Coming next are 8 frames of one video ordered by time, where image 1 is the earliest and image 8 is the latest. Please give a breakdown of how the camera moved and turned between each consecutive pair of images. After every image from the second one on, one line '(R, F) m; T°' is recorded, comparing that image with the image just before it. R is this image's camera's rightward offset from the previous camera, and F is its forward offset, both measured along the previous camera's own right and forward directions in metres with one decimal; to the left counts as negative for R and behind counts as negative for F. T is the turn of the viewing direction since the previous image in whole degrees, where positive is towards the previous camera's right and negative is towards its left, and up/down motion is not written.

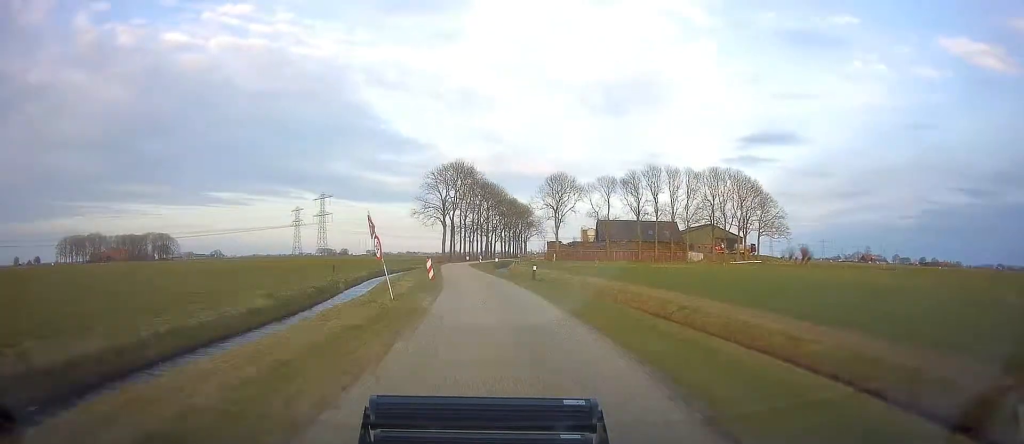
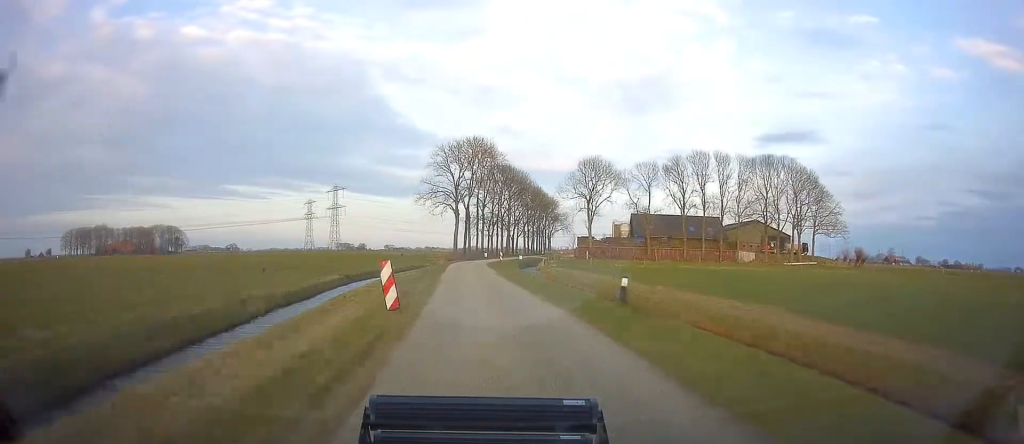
(-0.6, +16.3) m; -1°
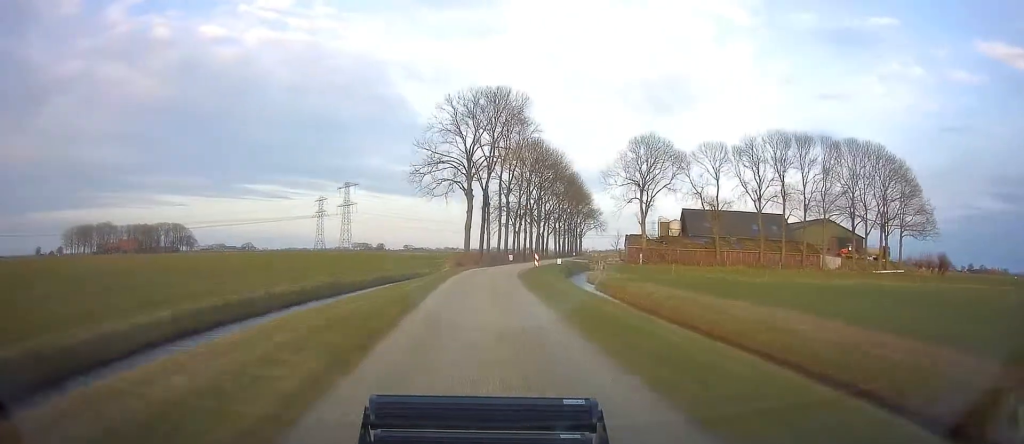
(-0.3, +23.3) m; 0°
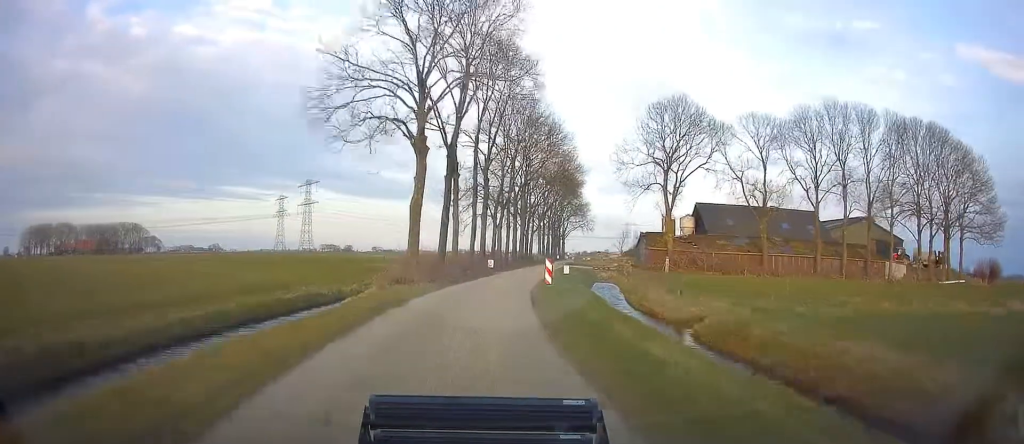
(+0.1, +22.2) m; +2°
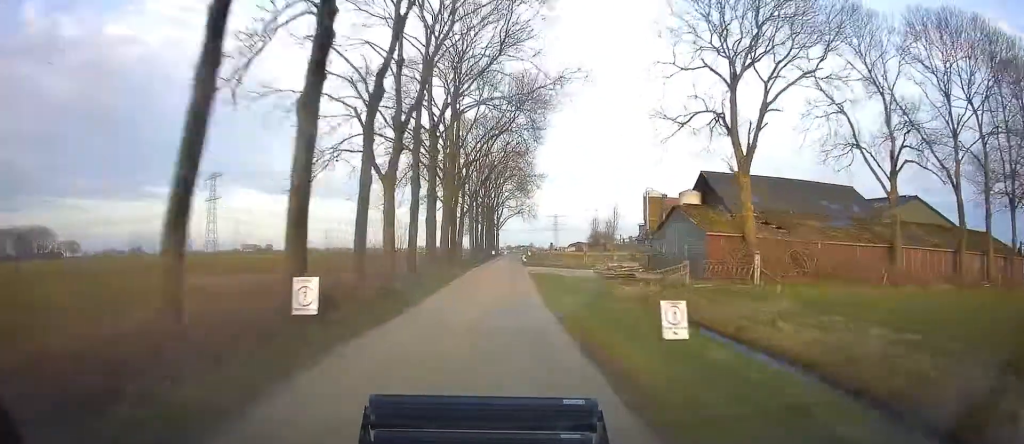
(+1.1, +31.2) m; +4°
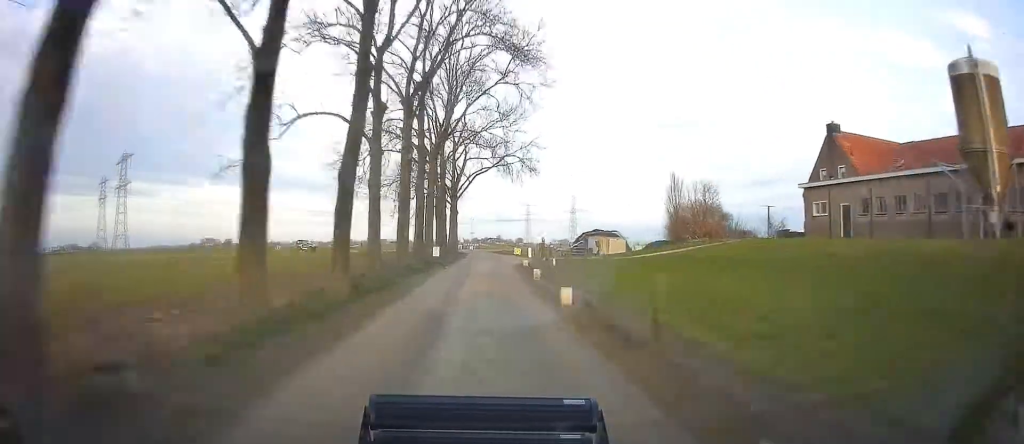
(+2.4, +56.9) m; +4°
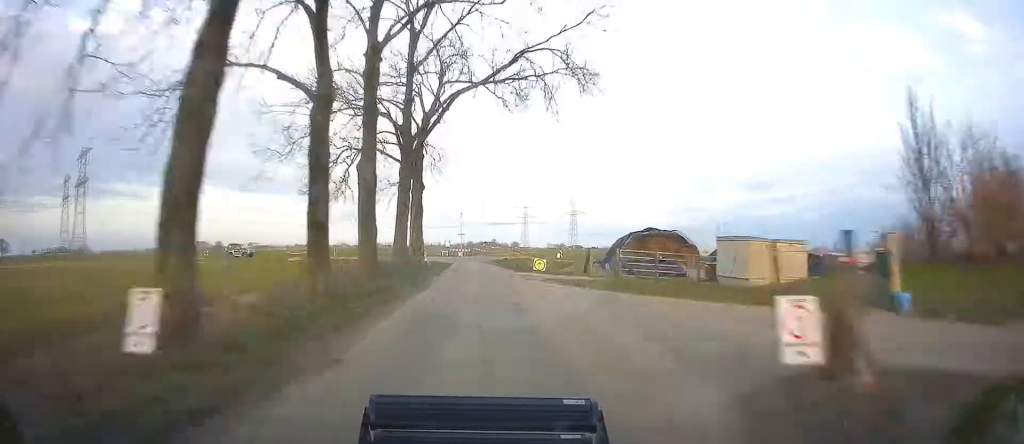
(+0.6, +29.3) m; +1°
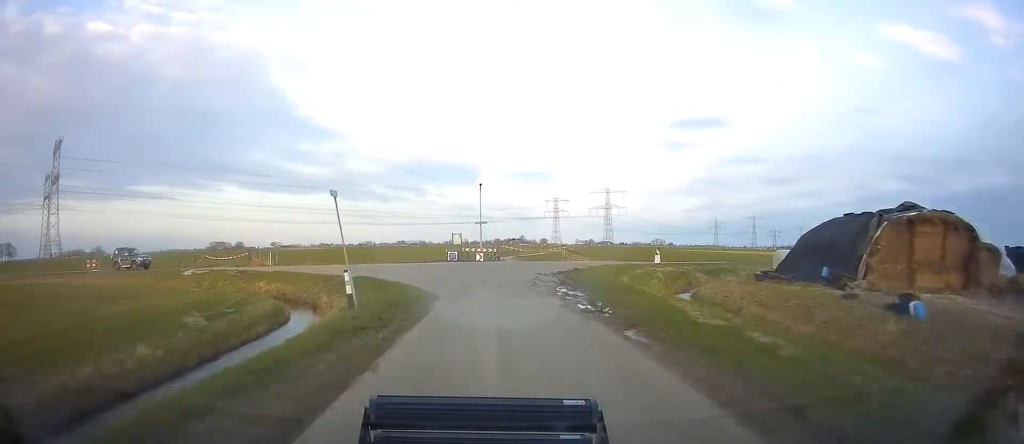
(-0.1, +33.5) m; +1°
